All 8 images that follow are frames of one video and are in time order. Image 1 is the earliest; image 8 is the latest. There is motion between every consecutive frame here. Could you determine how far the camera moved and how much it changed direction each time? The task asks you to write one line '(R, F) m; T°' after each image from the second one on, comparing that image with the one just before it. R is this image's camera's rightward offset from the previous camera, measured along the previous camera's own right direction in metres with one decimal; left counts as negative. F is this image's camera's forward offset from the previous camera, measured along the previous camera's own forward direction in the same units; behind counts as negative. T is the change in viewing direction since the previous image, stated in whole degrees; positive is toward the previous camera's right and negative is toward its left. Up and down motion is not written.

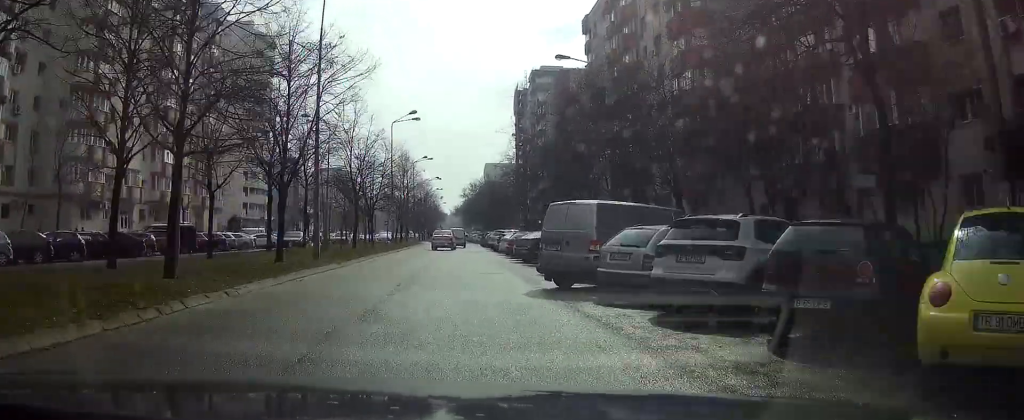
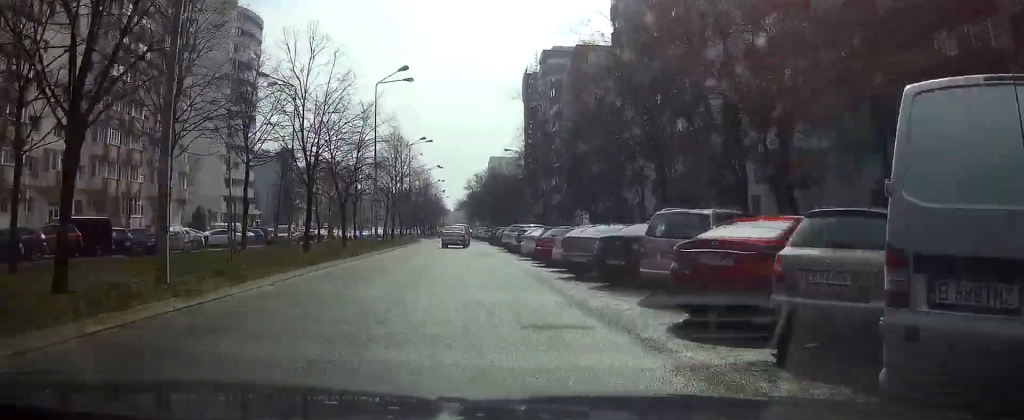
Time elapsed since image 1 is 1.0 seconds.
(-0.1, +13.5) m; 0°
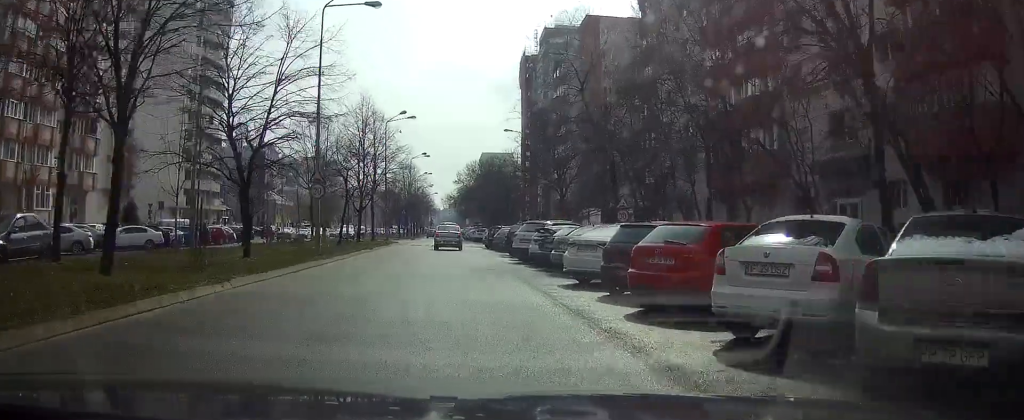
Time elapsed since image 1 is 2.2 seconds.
(+0.2, +15.0) m; +1°
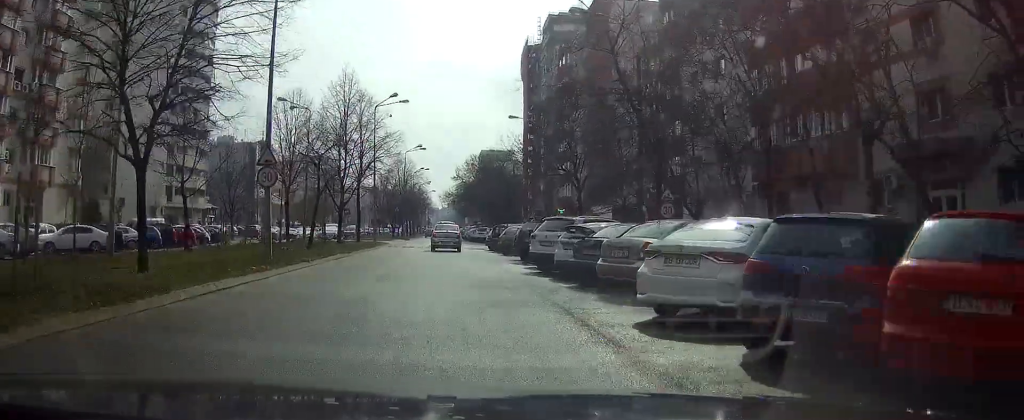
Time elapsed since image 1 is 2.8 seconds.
(0.0, +7.0) m; 0°
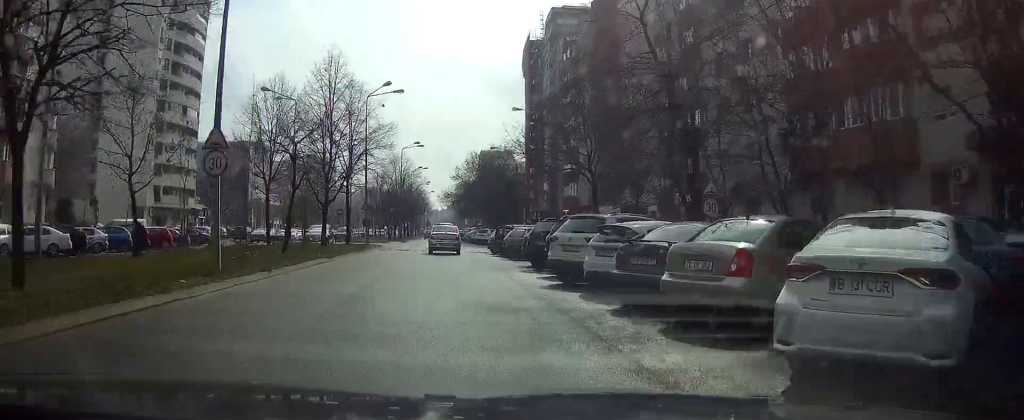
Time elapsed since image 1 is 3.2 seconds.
(0.0, +4.6) m; 0°
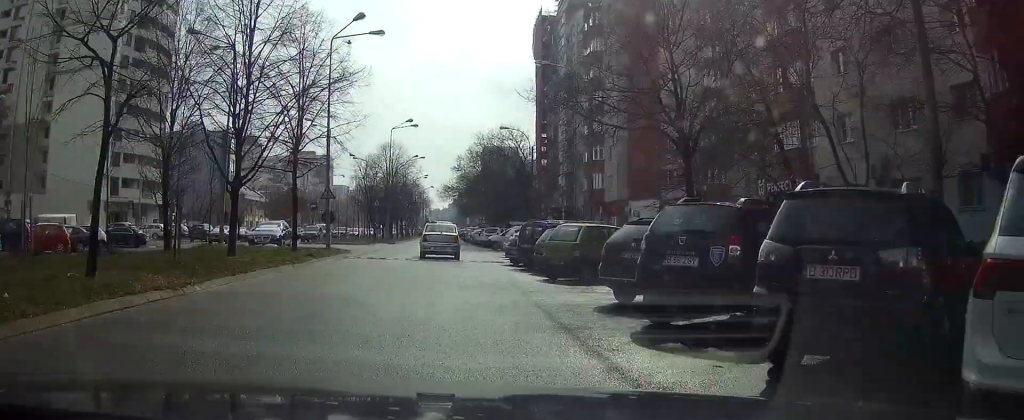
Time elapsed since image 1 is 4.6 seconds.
(+0.1, +14.4) m; +1°
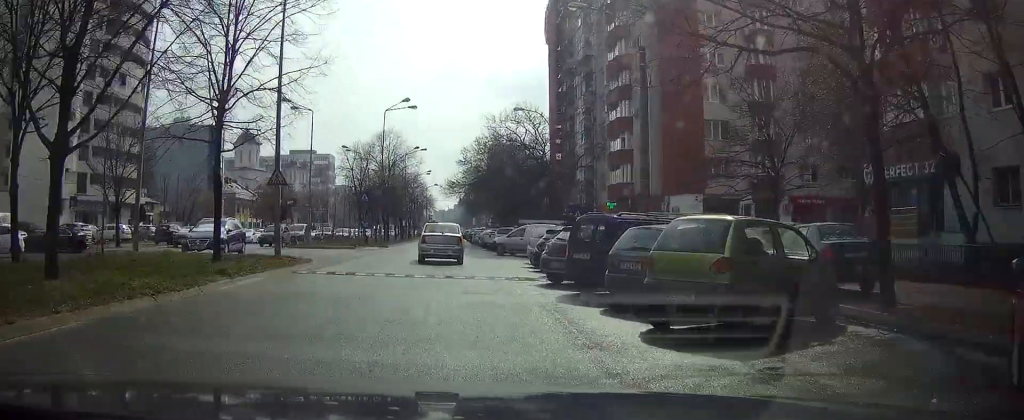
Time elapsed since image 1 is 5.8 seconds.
(+0.1, +10.2) m; 0°
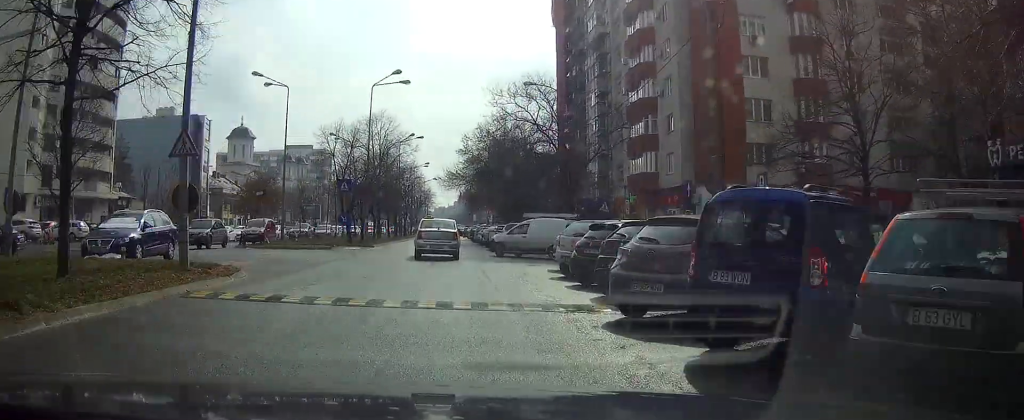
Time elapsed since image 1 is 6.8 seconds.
(-0.1, +8.2) m; -2°
